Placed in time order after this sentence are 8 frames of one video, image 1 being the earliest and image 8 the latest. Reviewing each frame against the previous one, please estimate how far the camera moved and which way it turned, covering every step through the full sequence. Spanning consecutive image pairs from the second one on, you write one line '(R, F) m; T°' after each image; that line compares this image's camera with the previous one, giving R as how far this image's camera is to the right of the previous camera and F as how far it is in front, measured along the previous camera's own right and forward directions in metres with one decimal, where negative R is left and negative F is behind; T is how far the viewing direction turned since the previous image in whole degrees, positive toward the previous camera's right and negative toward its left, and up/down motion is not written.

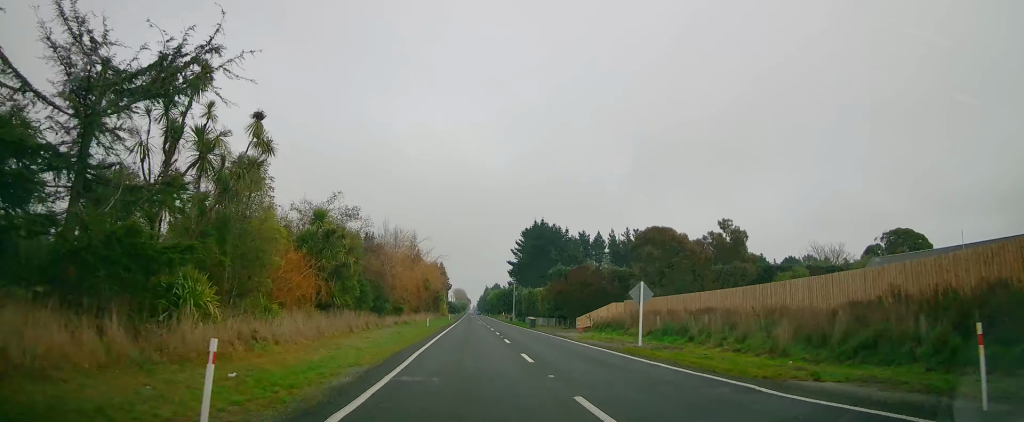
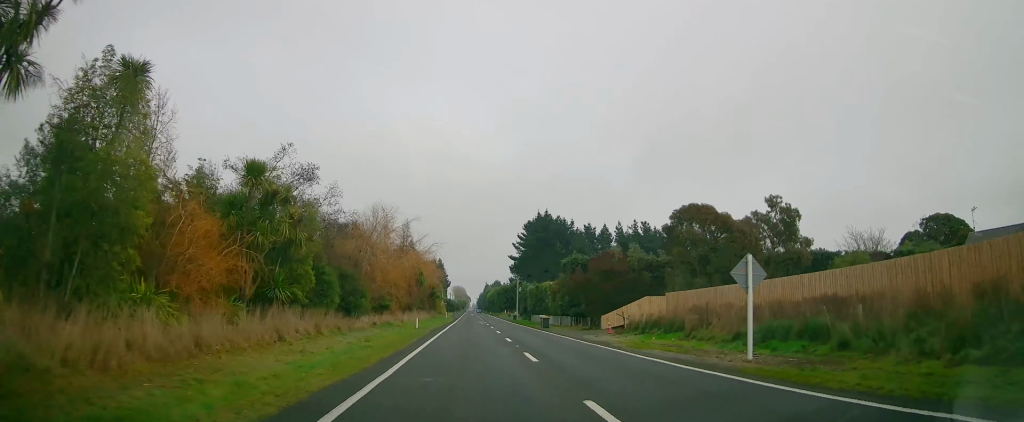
(-0.2, +10.5) m; 0°
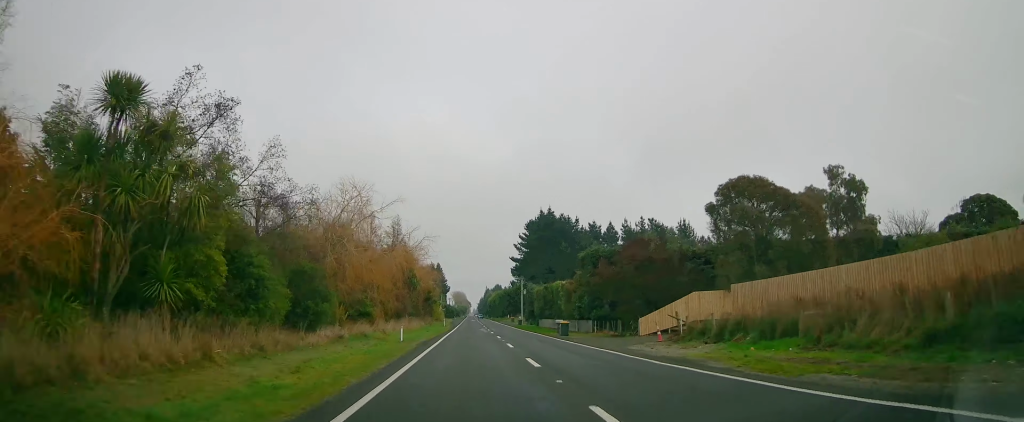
(+0.1, +9.9) m; 0°
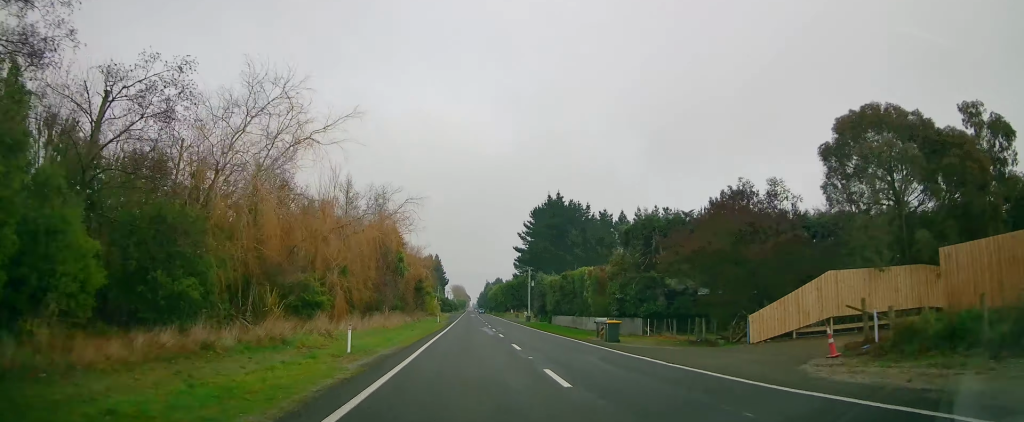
(+0.3, +14.1) m; 0°
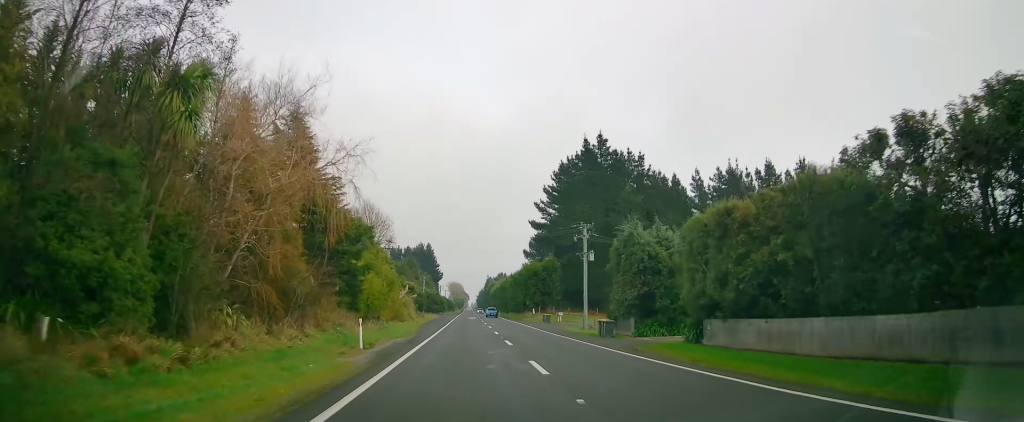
(-0.4, +47.3) m; -1°
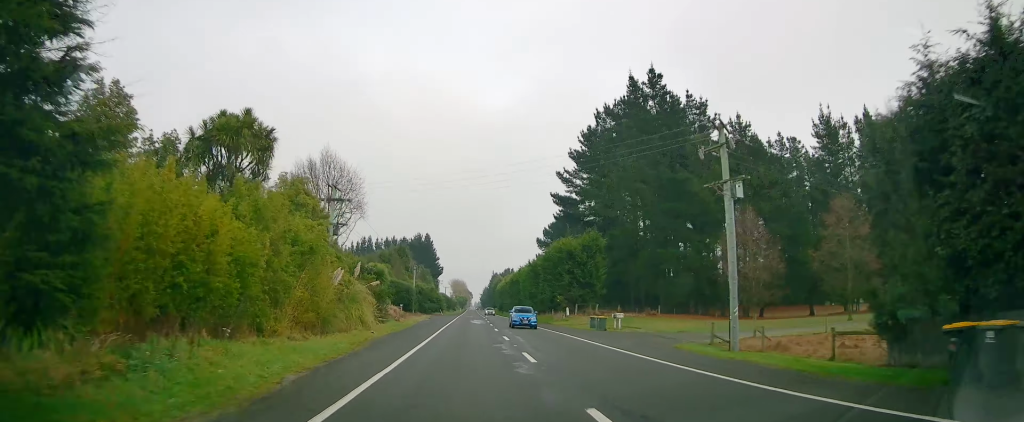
(-0.4, +26.9) m; 0°
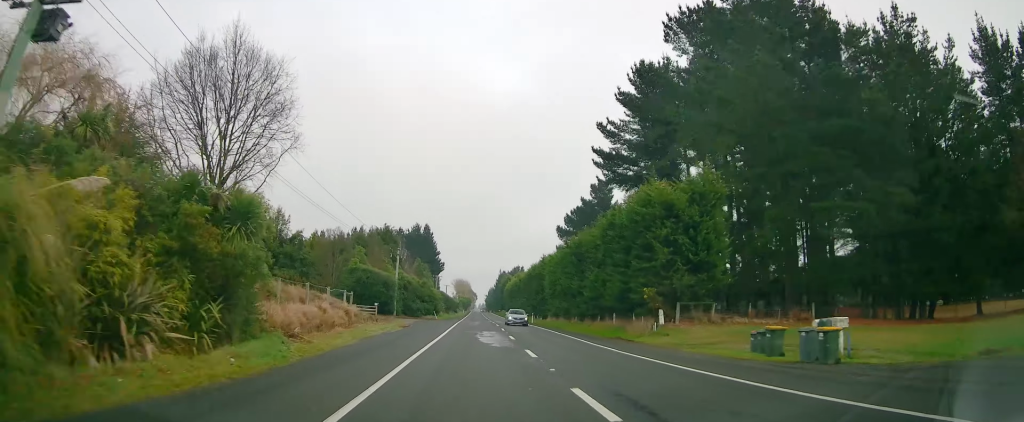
(+0.4, +27.1) m; +1°
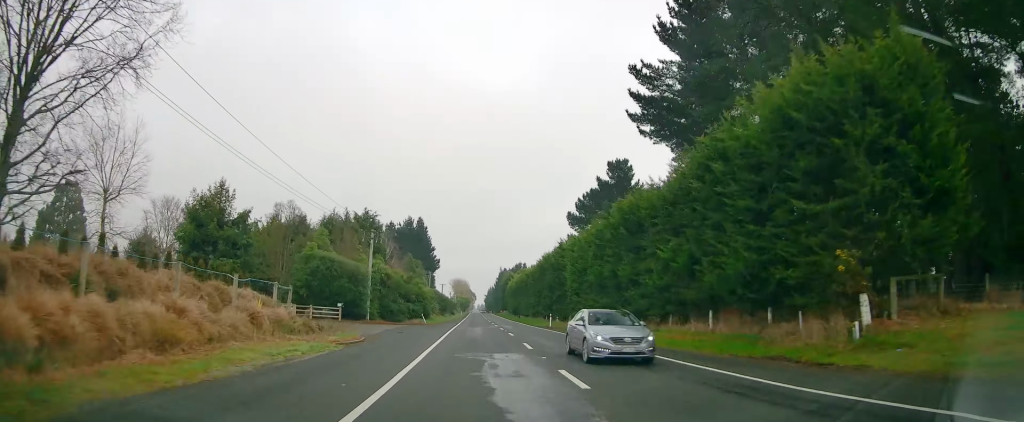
(+0.1, +16.8) m; 0°
